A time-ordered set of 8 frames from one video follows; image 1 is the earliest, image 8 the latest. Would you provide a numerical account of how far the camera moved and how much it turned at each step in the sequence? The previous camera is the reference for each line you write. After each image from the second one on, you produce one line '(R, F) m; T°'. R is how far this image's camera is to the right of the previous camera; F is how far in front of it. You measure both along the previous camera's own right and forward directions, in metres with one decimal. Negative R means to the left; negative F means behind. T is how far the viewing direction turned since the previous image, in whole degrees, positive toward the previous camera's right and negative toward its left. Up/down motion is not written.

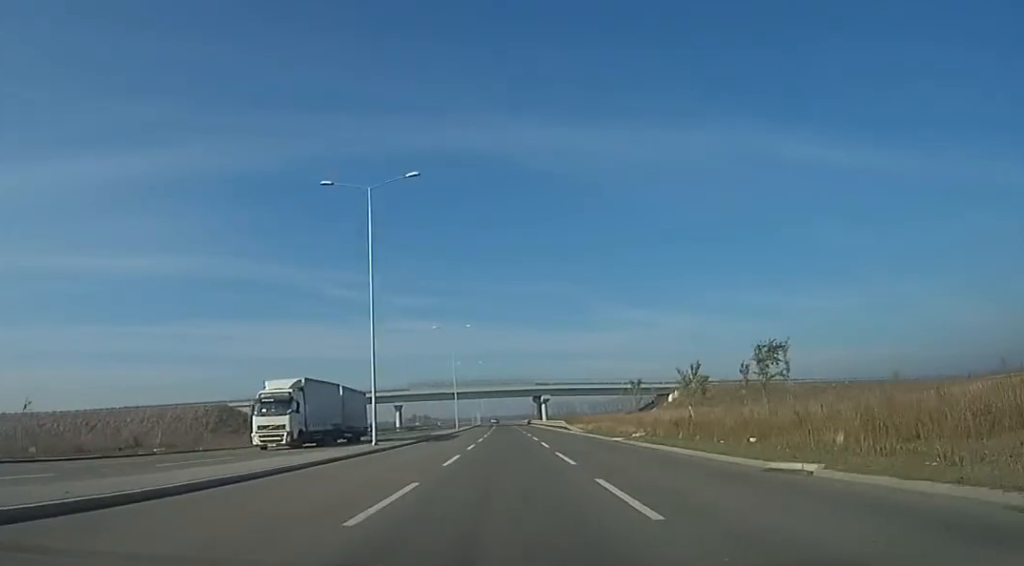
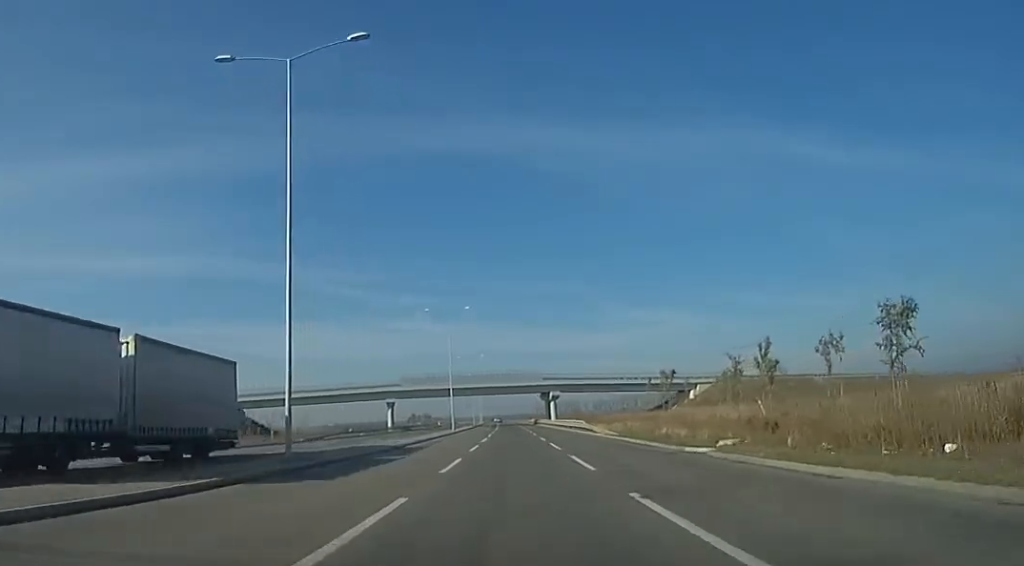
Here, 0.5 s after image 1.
(+0.3, +12.5) m; 0°
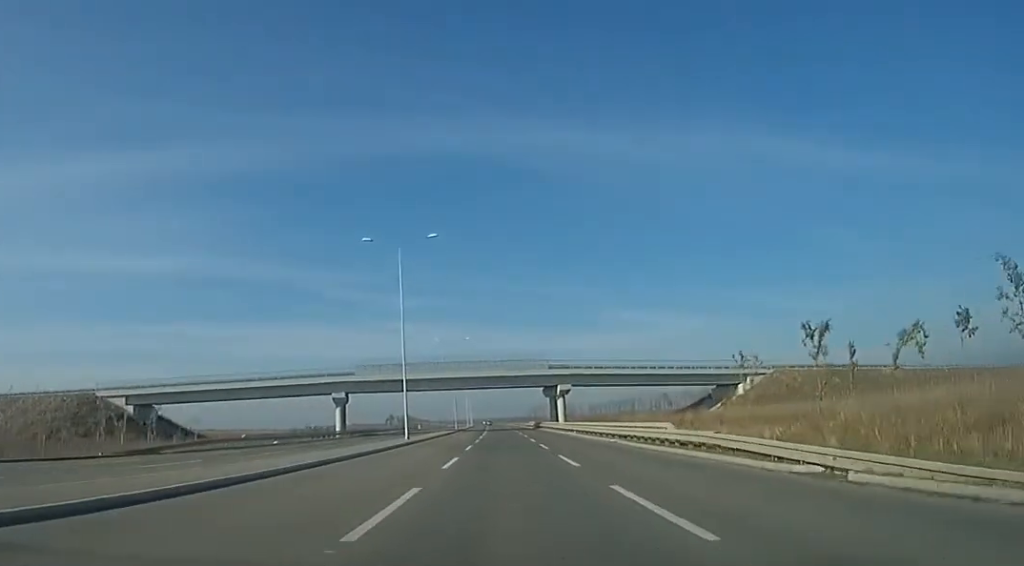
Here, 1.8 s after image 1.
(+0.1, +28.4) m; 0°
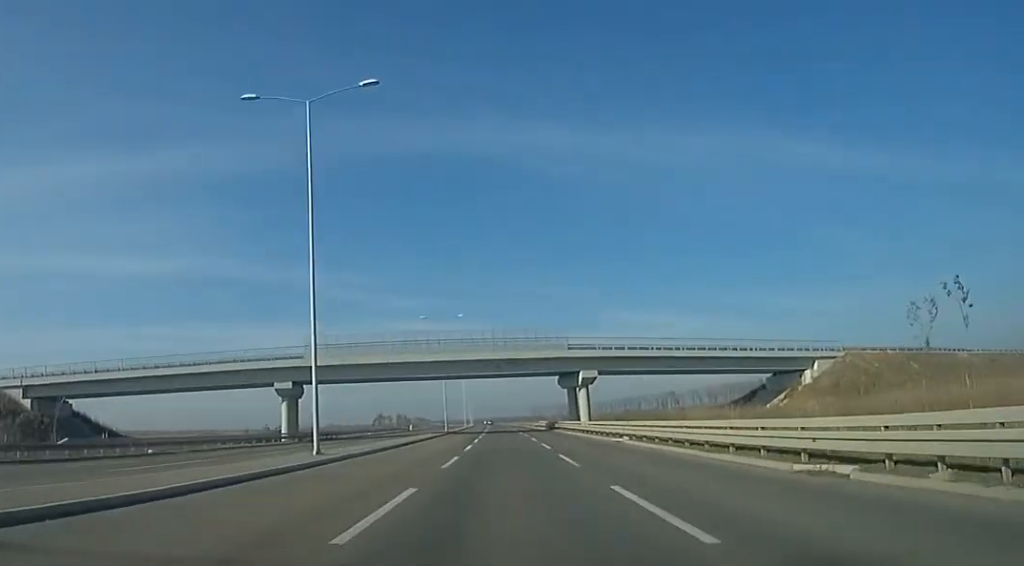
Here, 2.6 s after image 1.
(+0.1, +20.1) m; 0°
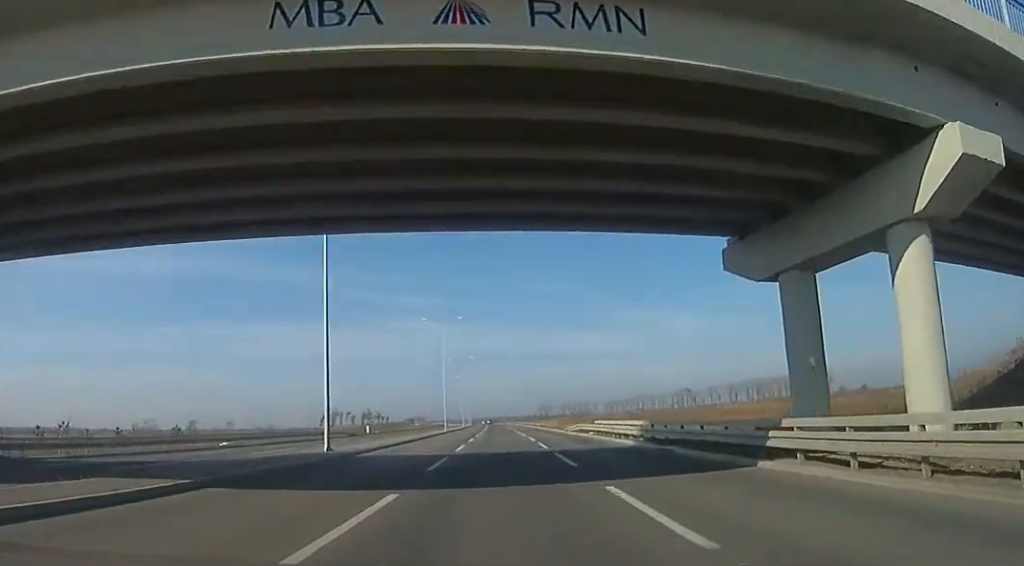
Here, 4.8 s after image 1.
(+0.2, +49.9) m; 0°
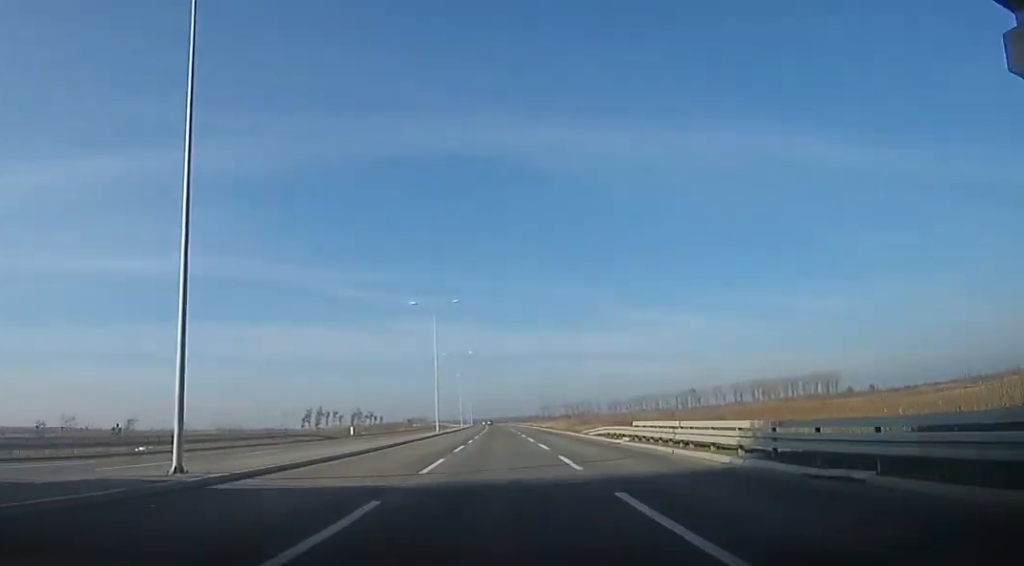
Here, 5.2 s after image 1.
(+0.4, +10.9) m; 0°
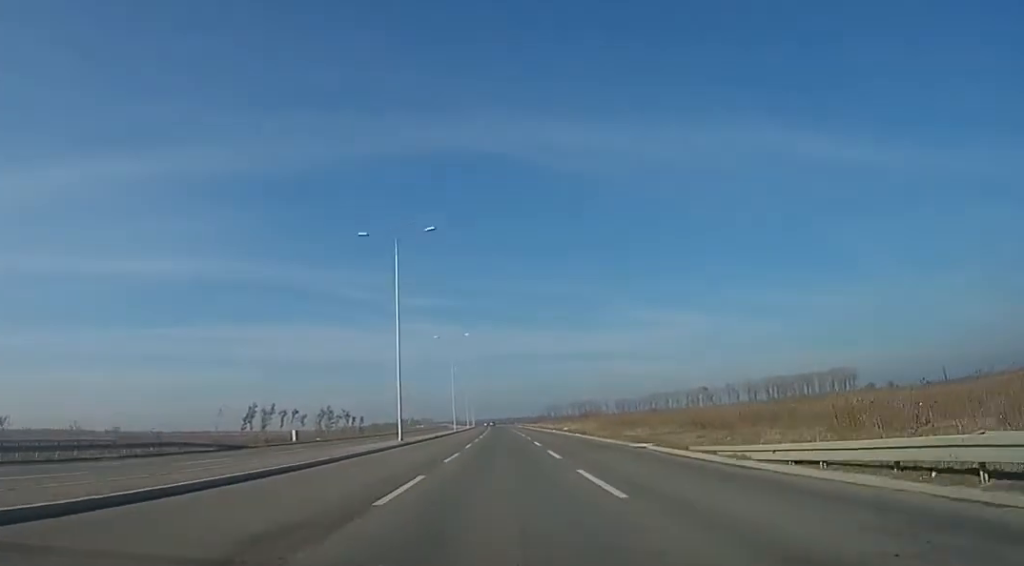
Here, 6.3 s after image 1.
(-1.4, +23.7) m; -3°
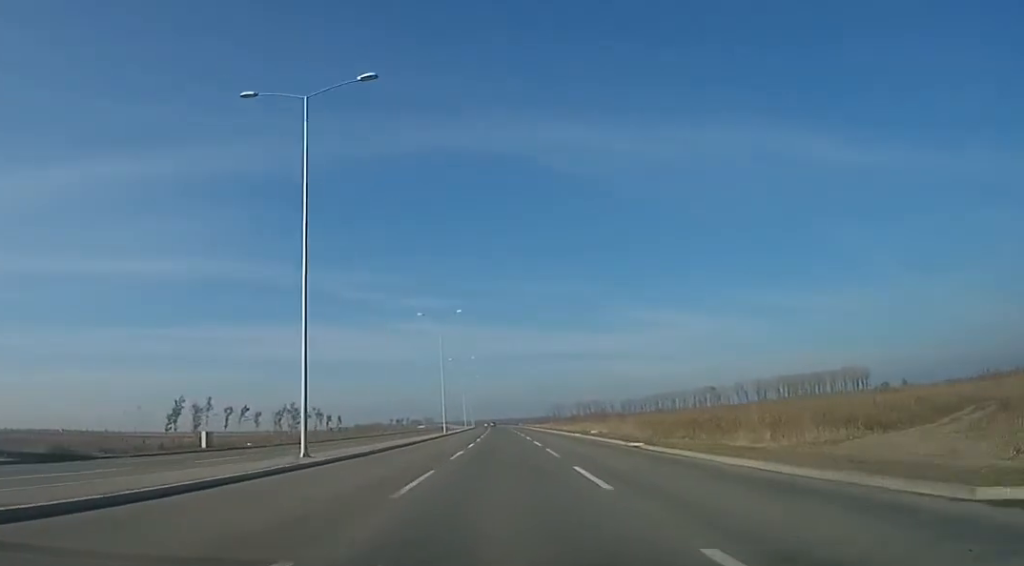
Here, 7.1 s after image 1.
(0.0, +18.9) m; 0°
